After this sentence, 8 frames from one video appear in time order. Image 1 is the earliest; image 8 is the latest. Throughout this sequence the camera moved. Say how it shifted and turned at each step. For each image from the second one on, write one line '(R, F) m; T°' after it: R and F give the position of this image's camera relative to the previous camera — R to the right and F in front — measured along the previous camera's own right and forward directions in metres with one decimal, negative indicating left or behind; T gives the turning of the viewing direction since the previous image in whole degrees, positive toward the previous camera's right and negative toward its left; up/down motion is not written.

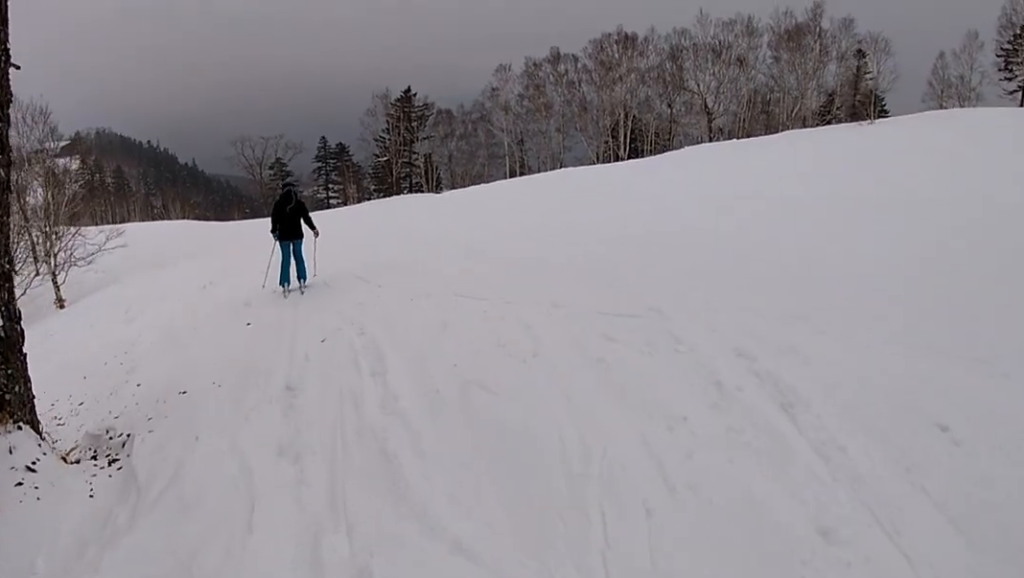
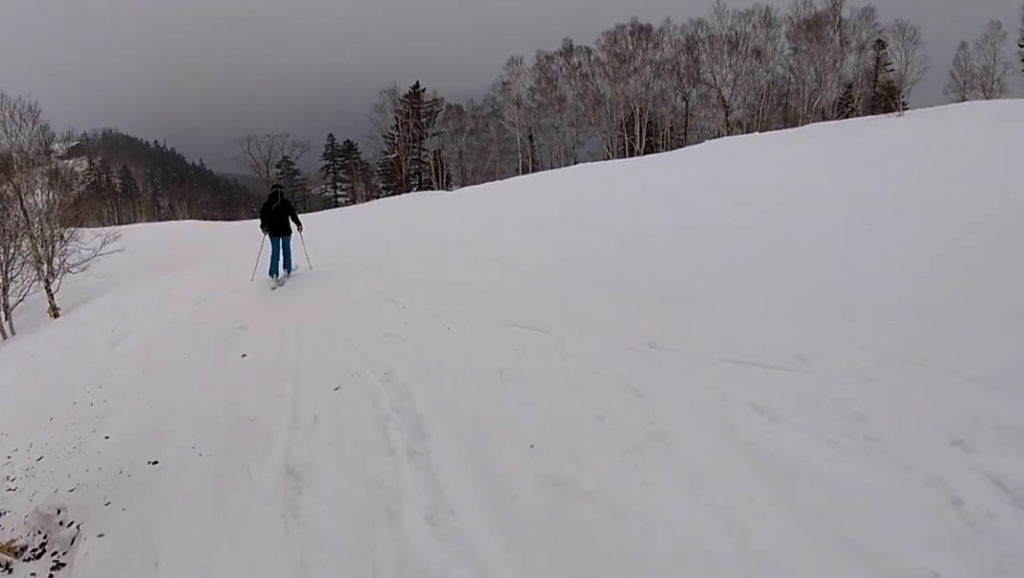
(-0.1, +1.8) m; -2°
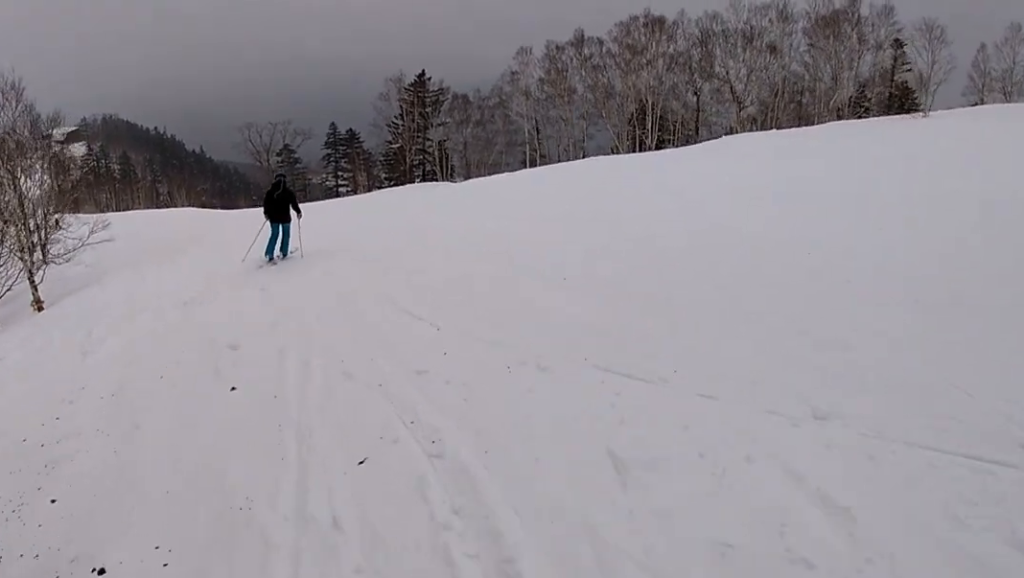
(0.0, +1.5) m; -1°
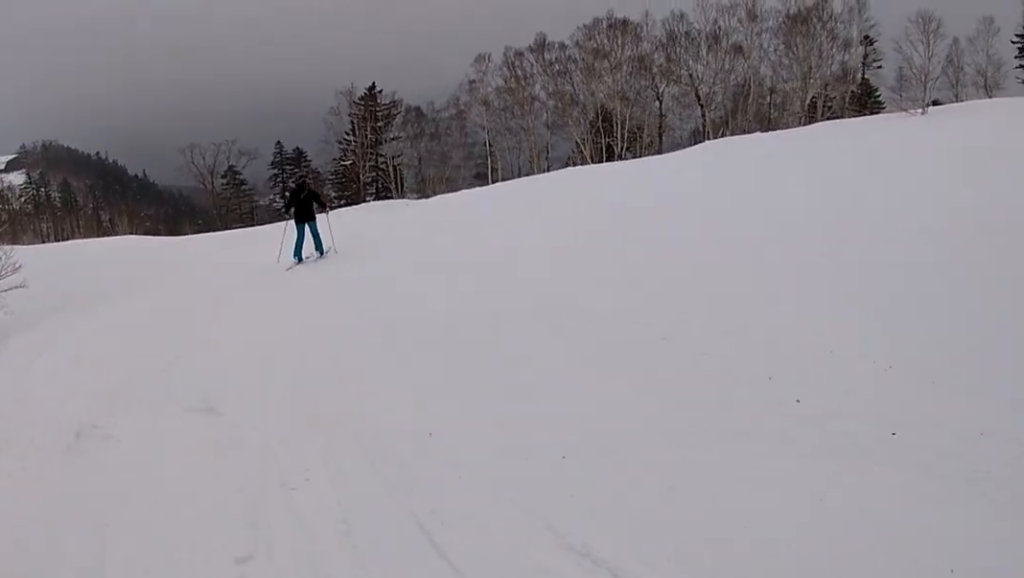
(+0.1, +3.9) m; +1°
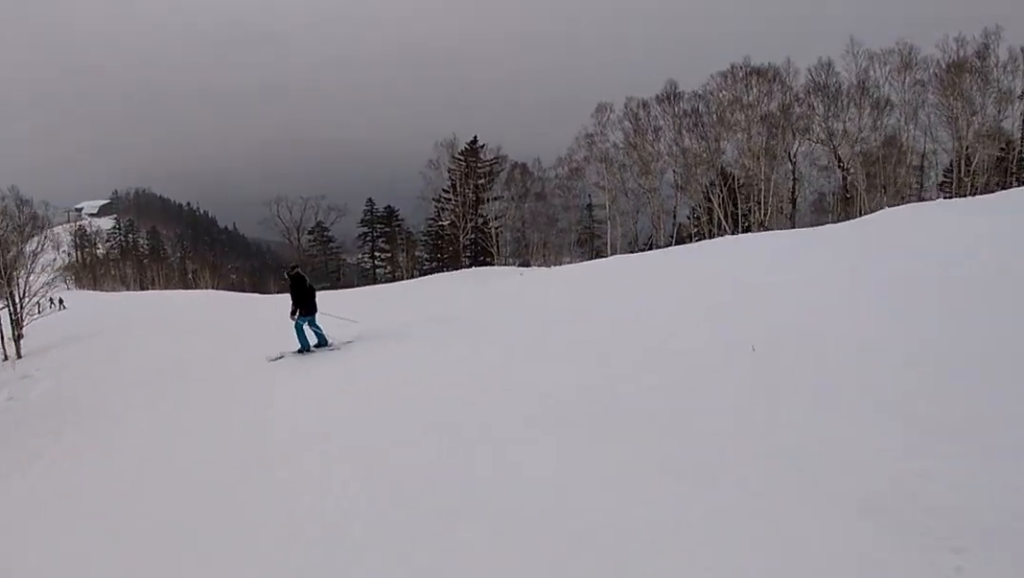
(0.0, +6.8) m; -2°
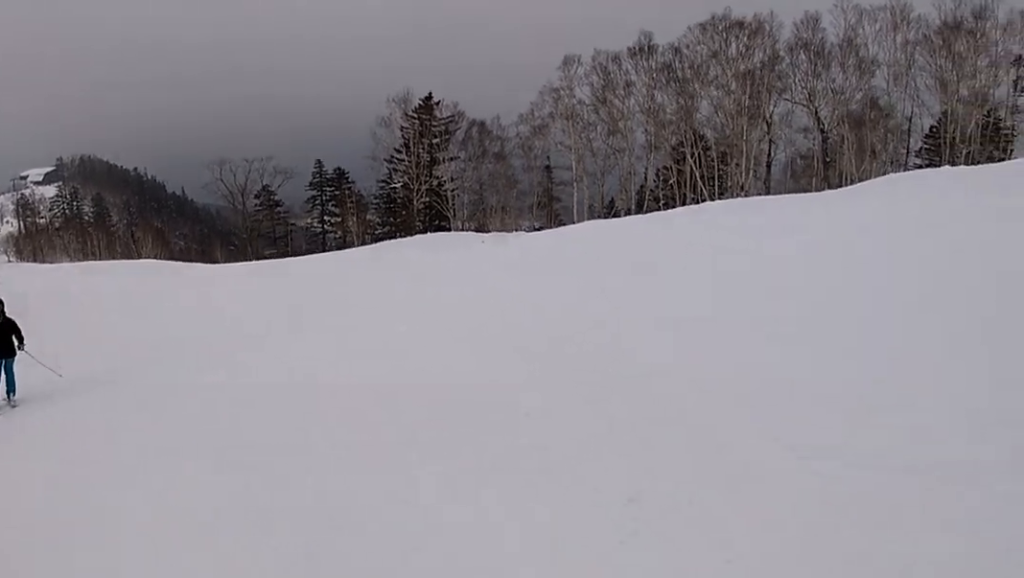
(-0.1, +3.6) m; -4°
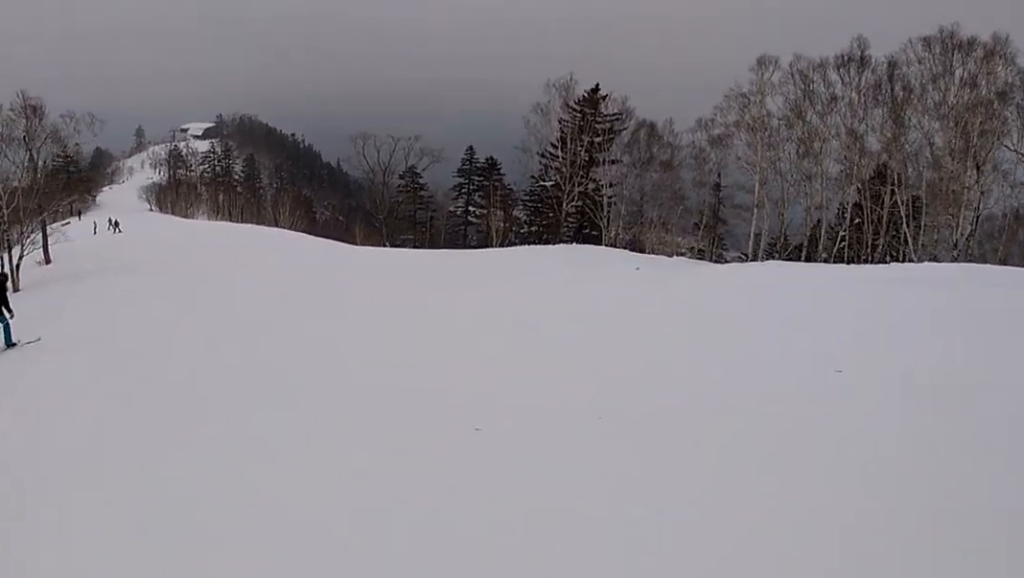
(-0.7, +6.4) m; -13°
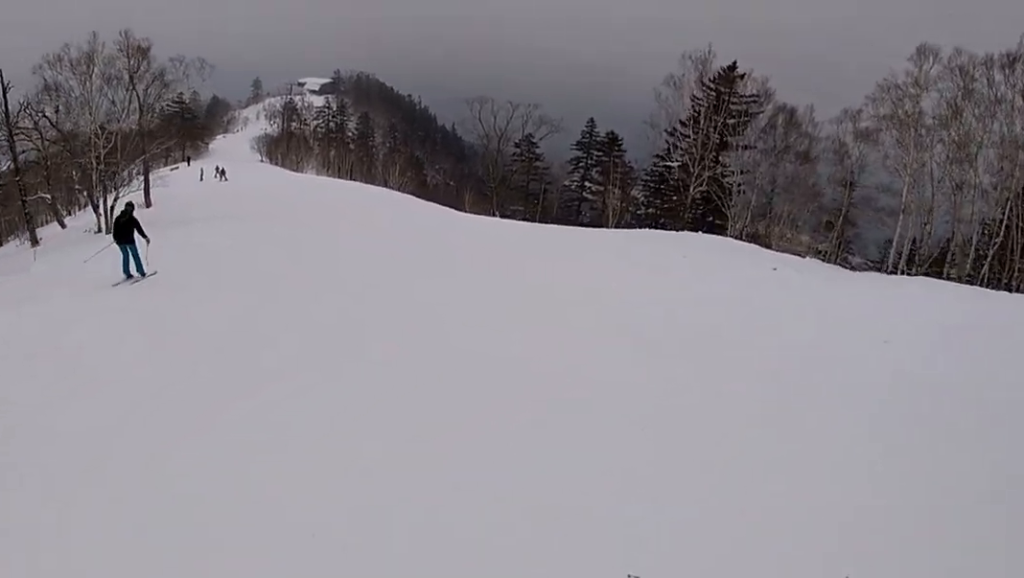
(-0.1, +2.4) m; -5°
